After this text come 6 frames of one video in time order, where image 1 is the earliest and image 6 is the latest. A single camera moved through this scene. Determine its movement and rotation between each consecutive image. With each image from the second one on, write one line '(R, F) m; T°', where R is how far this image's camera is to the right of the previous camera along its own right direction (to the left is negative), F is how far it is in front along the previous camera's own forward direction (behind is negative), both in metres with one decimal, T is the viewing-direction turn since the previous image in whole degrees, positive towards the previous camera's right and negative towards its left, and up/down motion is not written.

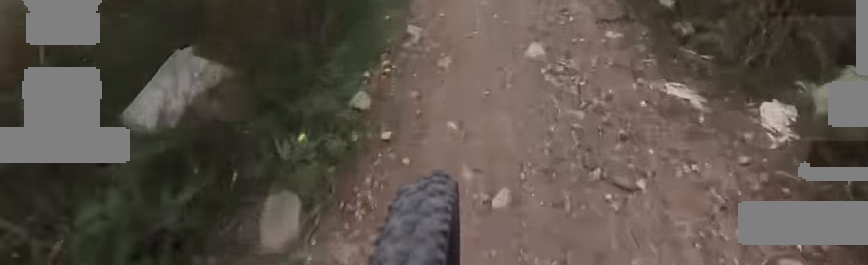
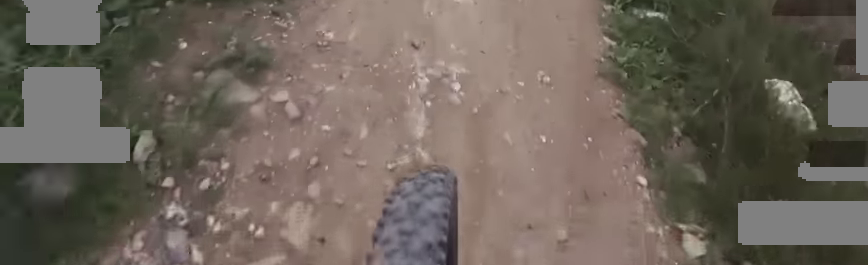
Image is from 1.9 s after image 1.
(-4.9, +10.1) m; -40°
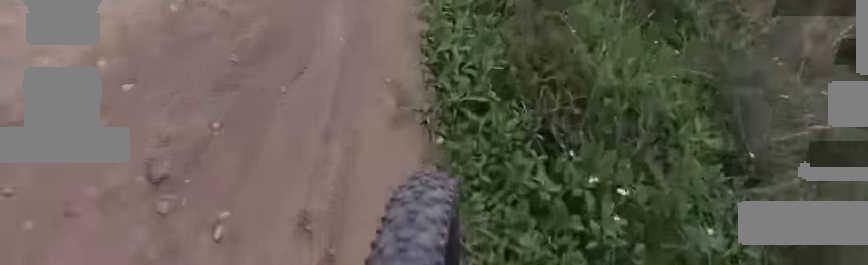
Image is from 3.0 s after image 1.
(-0.3, +7.3) m; -4°
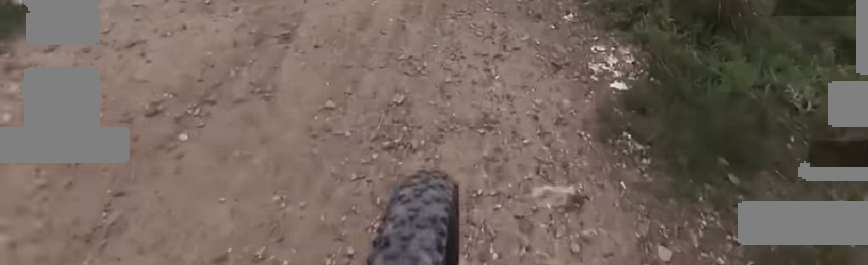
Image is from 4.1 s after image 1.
(-0.3, +7.5) m; +2°
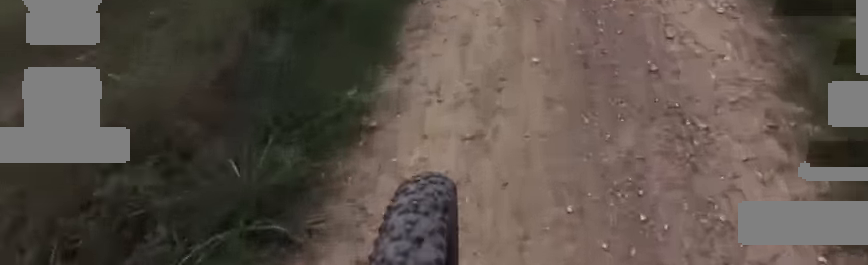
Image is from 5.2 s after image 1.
(+0.6, +8.7) m; +11°
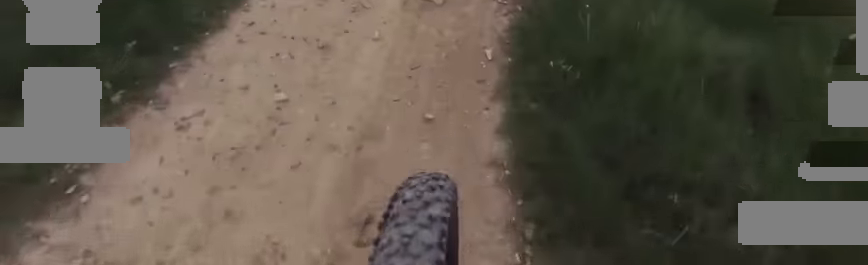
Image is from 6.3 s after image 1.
(+0.7, +8.4) m; -4°
